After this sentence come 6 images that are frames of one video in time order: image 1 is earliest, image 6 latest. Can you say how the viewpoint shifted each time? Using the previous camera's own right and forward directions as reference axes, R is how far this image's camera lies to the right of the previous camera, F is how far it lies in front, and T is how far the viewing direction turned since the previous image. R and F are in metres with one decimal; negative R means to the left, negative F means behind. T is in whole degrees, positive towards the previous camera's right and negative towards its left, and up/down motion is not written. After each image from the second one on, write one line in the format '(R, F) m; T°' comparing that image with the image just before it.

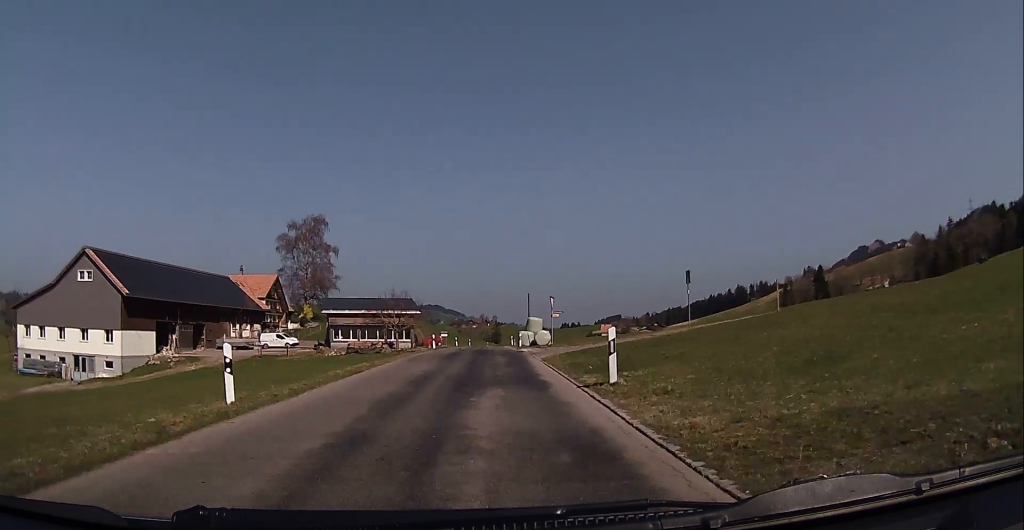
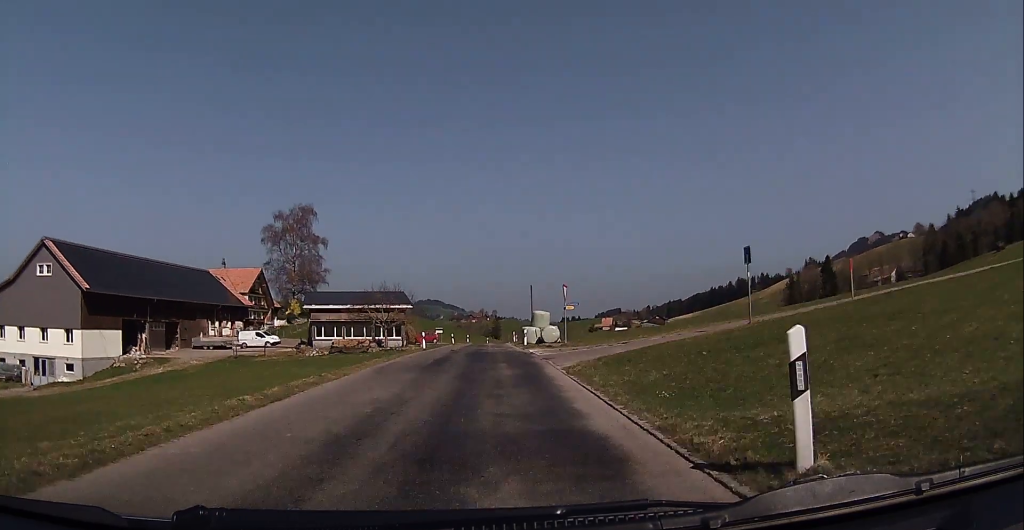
(+0.1, +7.2) m; 0°
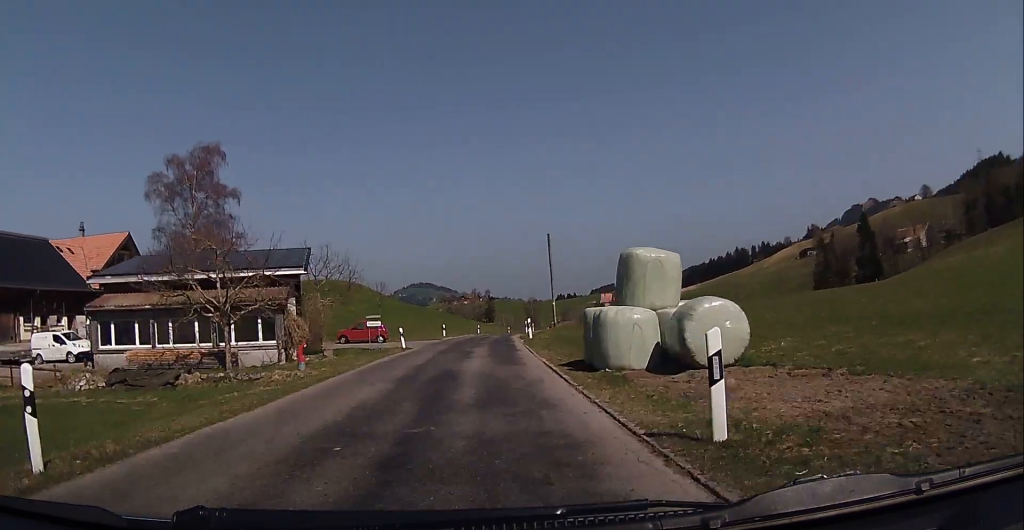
(+0.1, +35.3) m; +2°
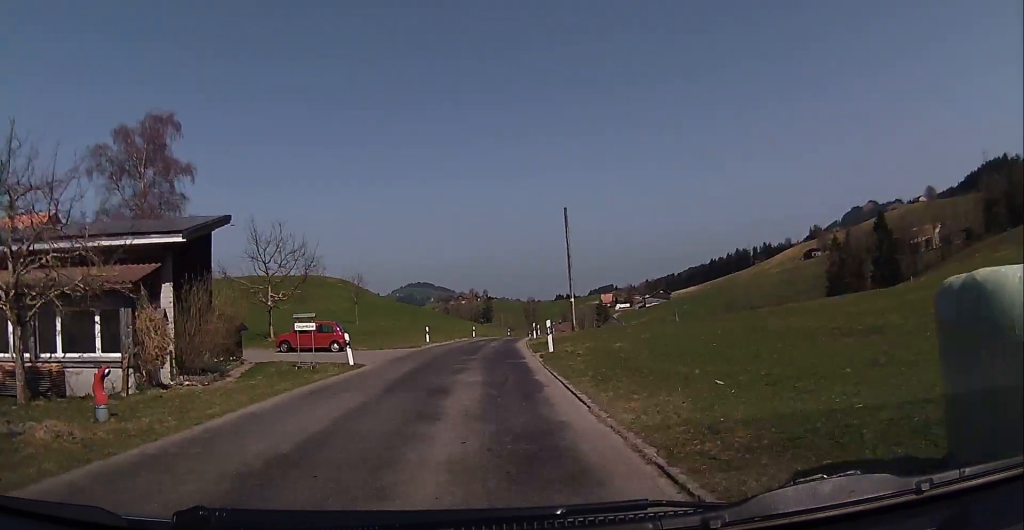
(+0.1, +11.8) m; +1°
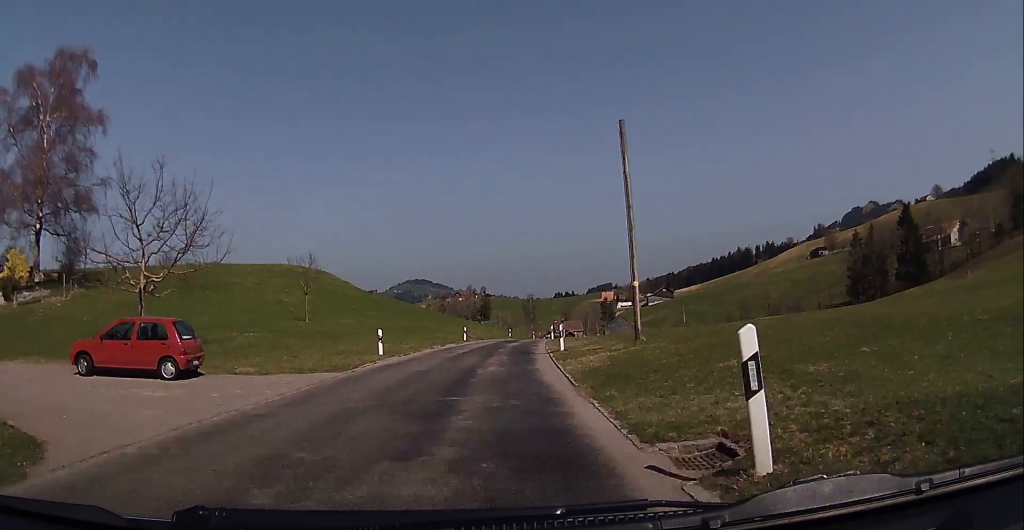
(+0.1, +16.0) m; -2°
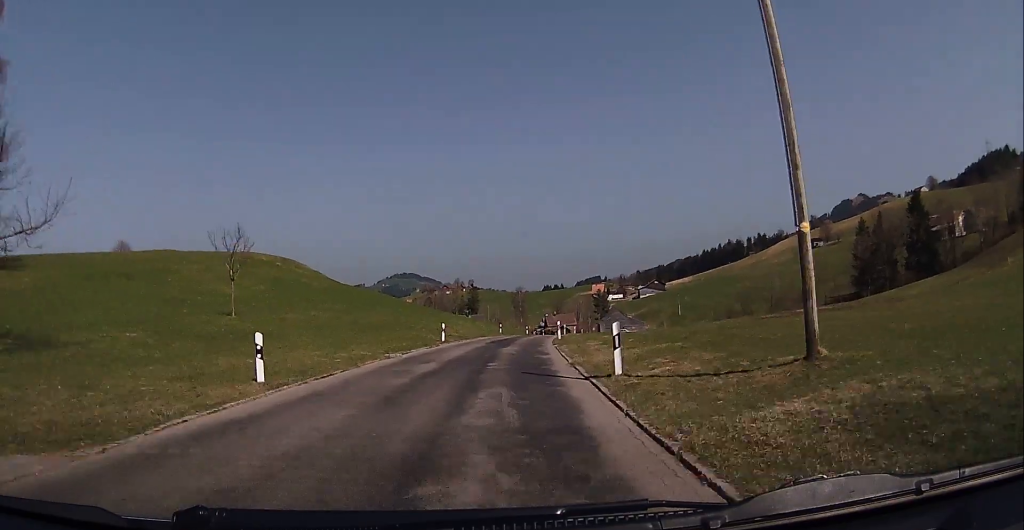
(-0.5, +11.5) m; -1°
